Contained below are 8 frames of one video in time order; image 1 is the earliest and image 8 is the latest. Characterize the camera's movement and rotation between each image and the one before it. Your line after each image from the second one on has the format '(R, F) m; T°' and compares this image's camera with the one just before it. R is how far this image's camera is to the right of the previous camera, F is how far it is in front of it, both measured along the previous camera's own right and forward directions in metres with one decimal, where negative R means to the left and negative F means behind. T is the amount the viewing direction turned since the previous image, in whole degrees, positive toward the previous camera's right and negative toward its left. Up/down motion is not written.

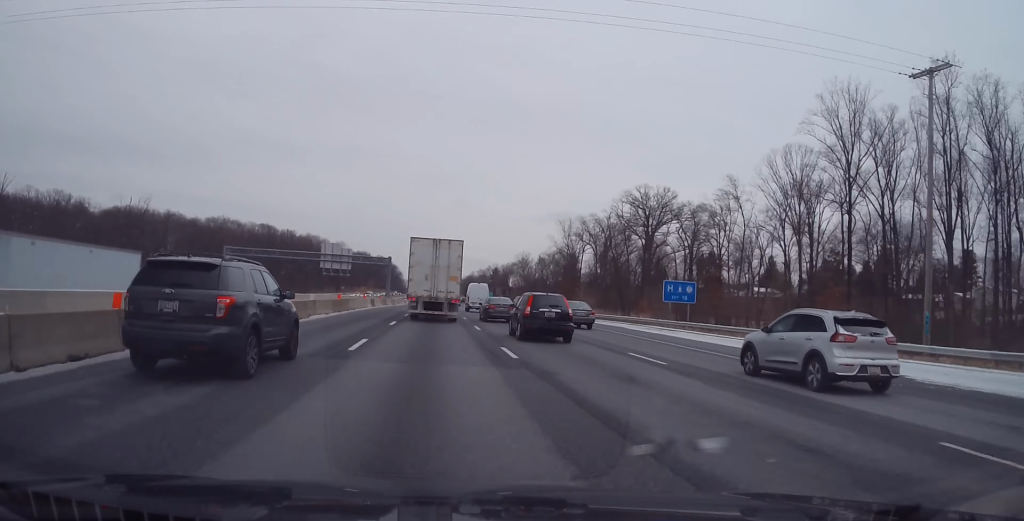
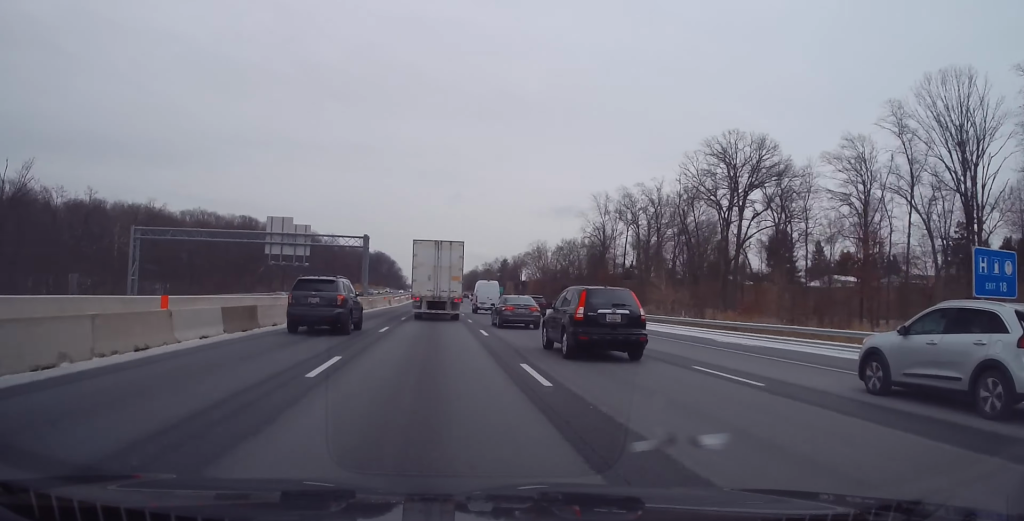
(+0.1, +41.0) m; 0°
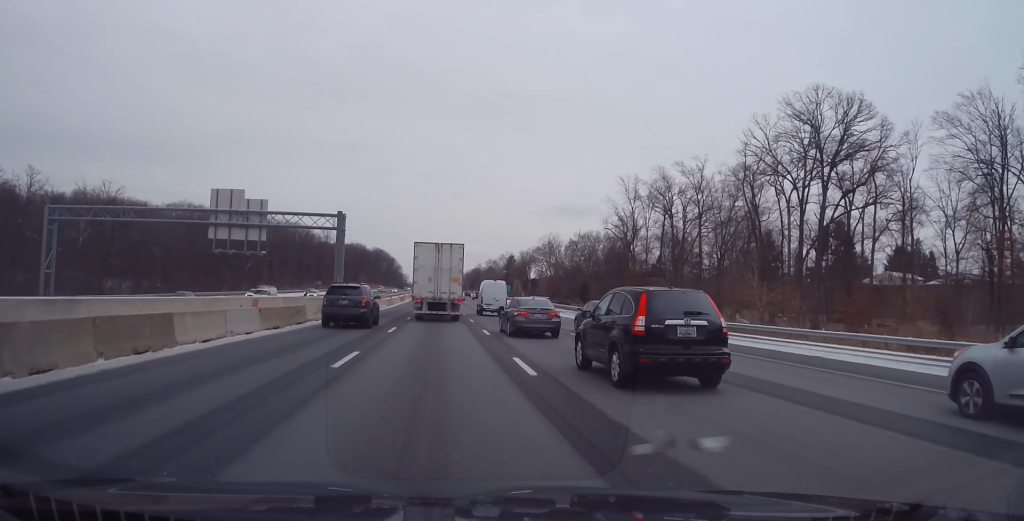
(-0.3, +21.5) m; 0°
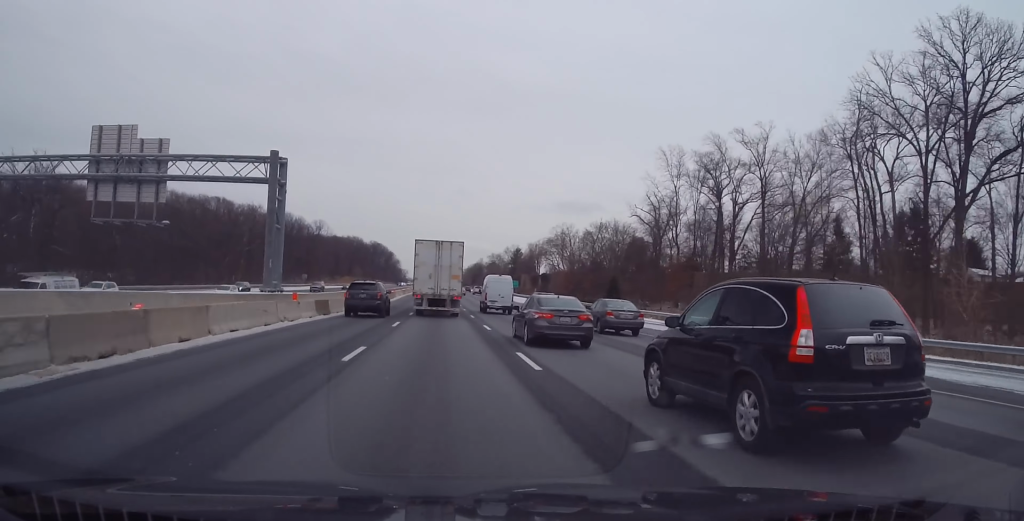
(+0.2, +23.3) m; 0°
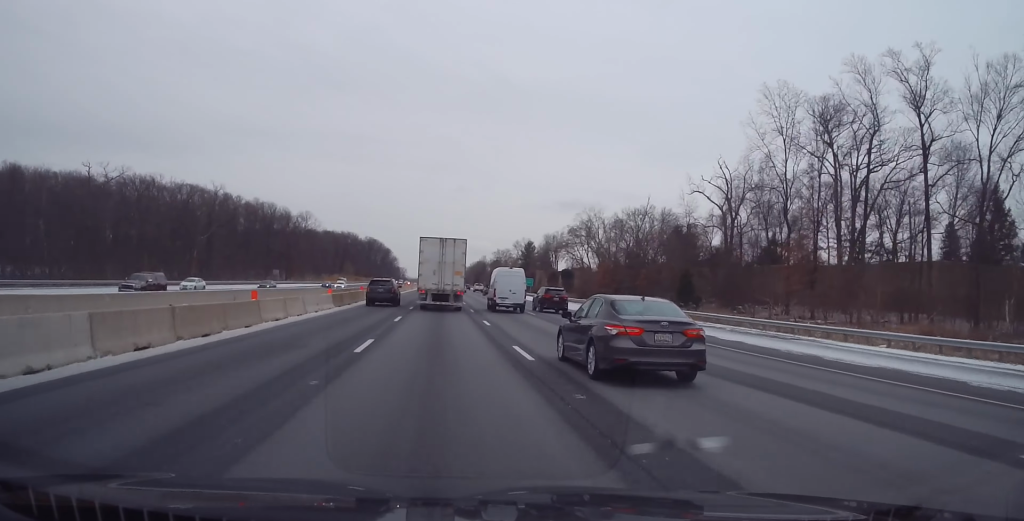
(+0.1, +35.3) m; 0°
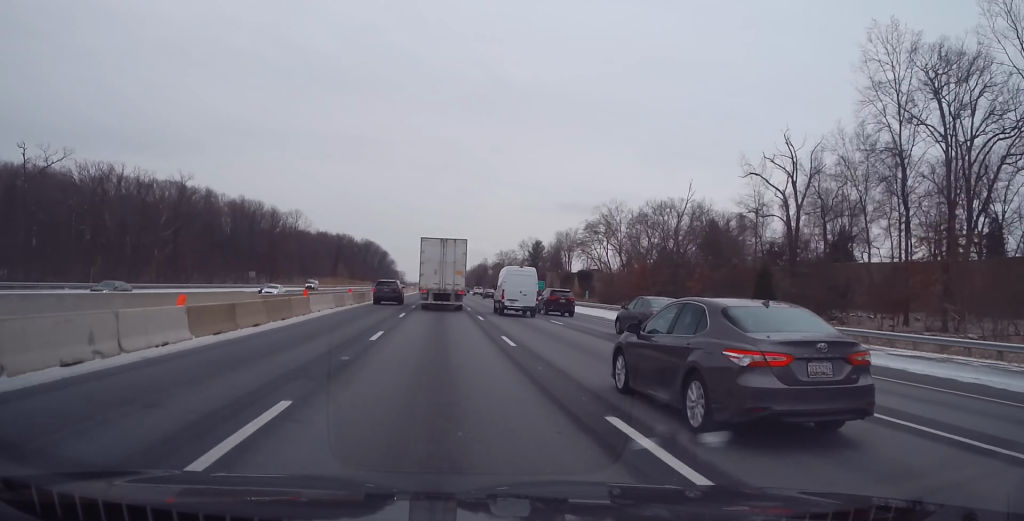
(0.0, +20.9) m; 0°
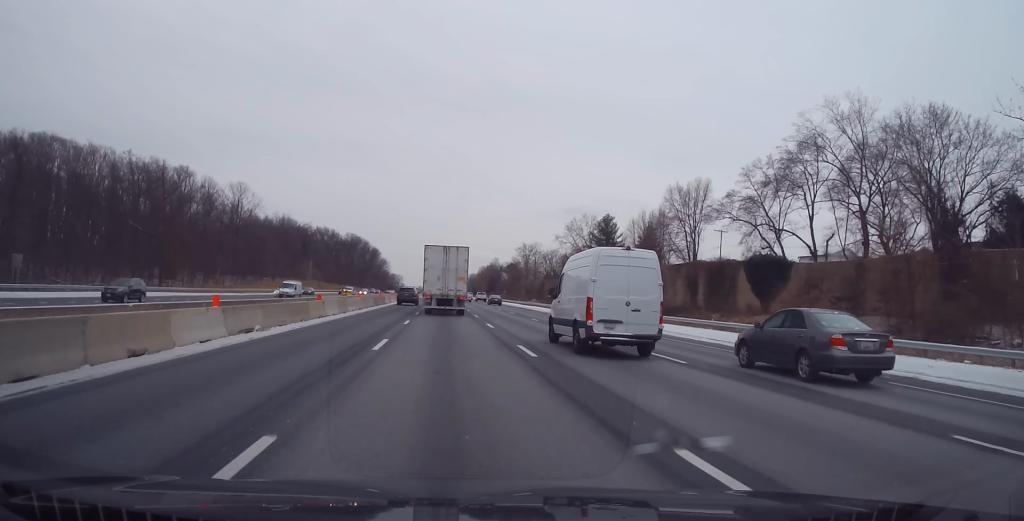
(-0.5, +83.5) m; 0°
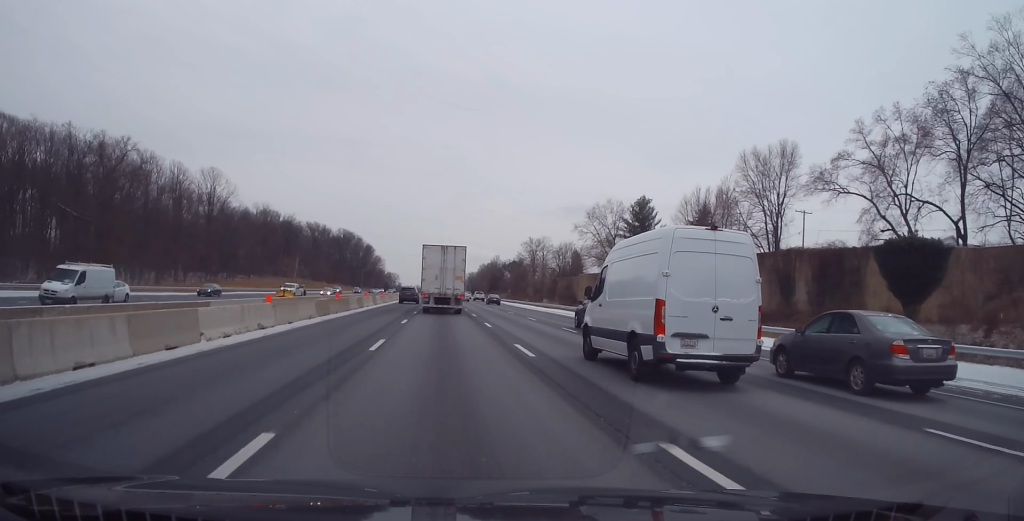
(+0.1, +24.0) m; 0°
